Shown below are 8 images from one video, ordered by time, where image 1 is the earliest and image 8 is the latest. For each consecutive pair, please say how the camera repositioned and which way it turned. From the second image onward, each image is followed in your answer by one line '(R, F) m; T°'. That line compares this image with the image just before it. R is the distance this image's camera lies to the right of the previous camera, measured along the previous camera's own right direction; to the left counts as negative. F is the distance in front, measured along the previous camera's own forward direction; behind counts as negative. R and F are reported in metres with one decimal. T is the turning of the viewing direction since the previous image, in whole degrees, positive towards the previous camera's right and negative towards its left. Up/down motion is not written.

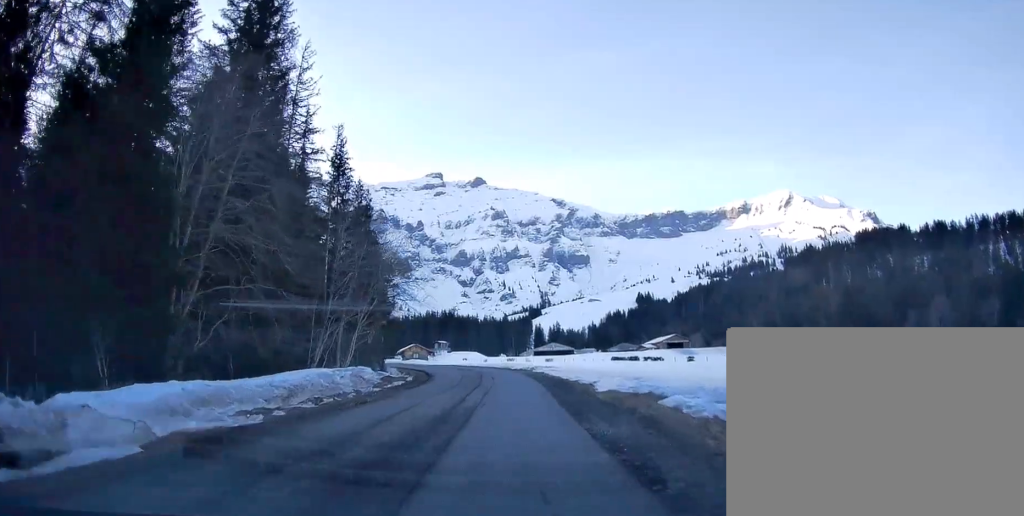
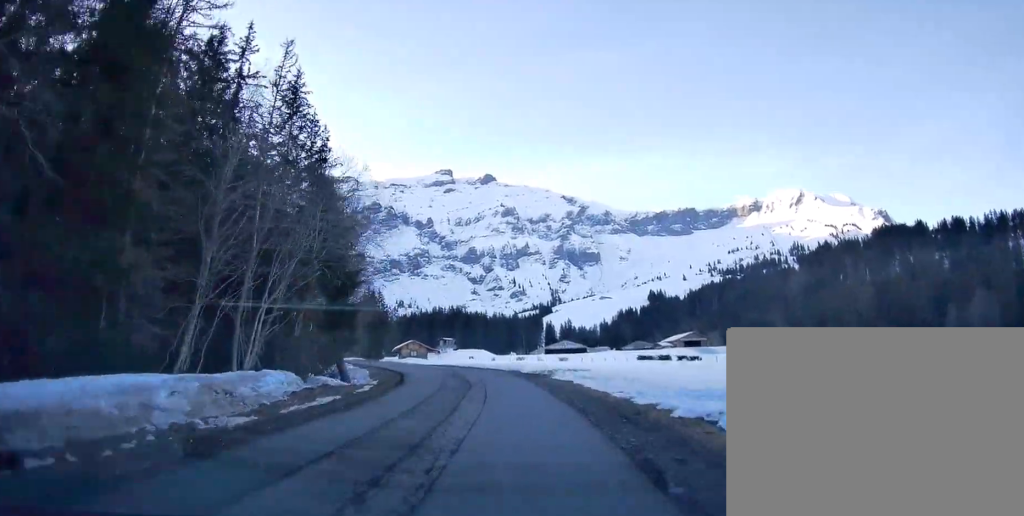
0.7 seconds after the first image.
(+0.2, +15.2) m; 0°
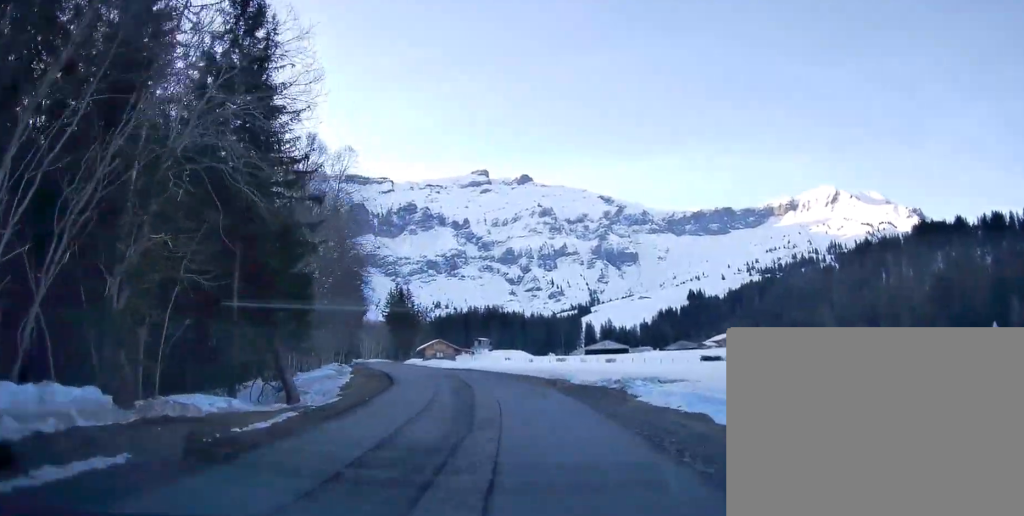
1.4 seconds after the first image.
(-0.1, +15.2) m; -2°
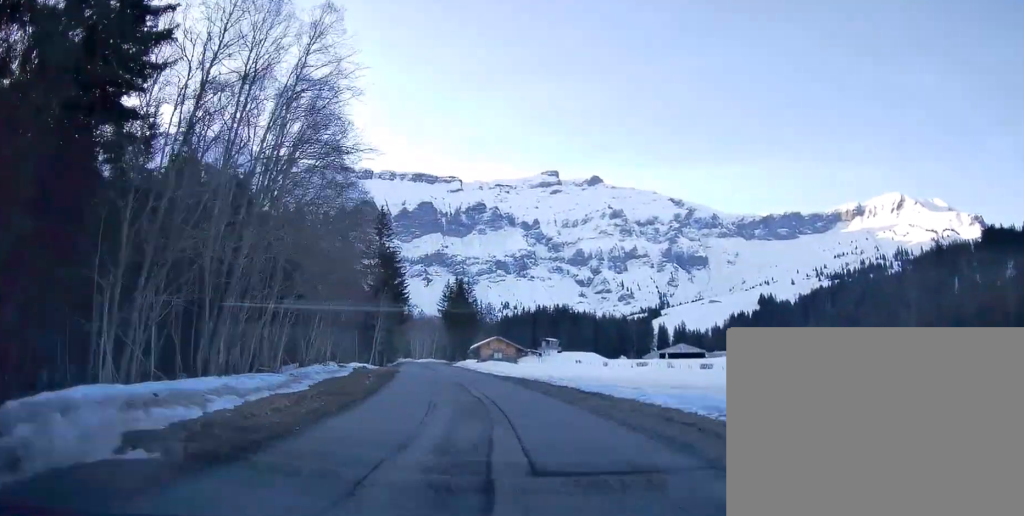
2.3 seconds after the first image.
(-0.6, +20.1) m; -5°
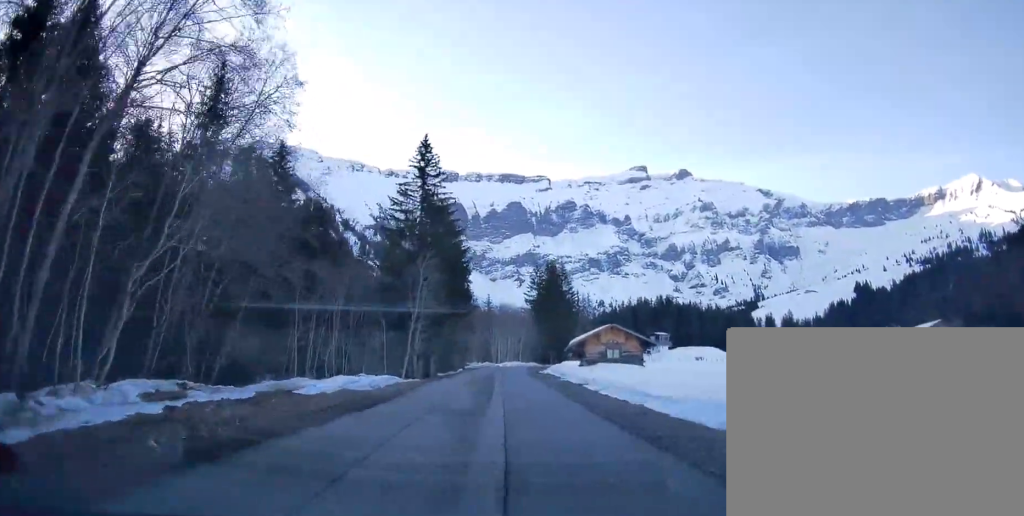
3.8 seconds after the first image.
(-2.6, +31.0) m; -9°
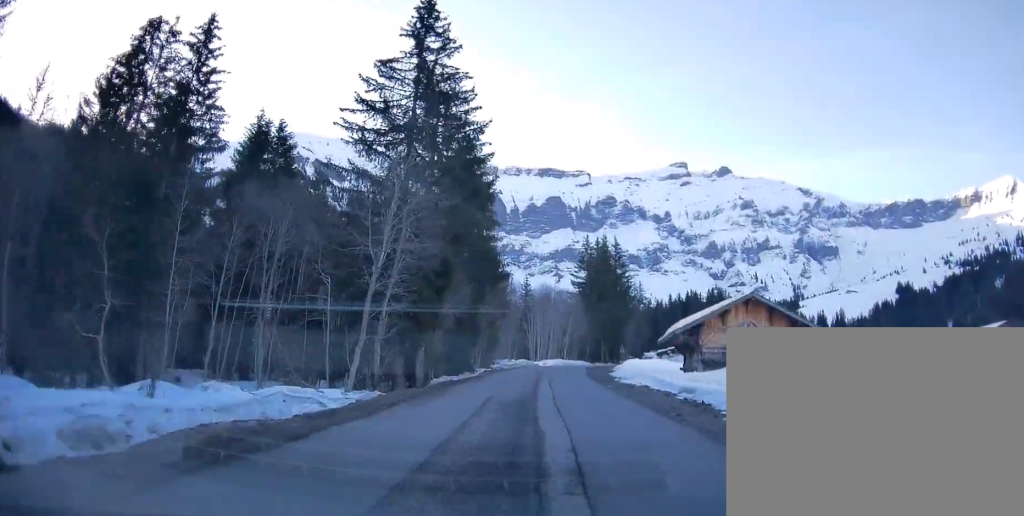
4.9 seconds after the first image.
(-1.4, +24.5) m; -4°
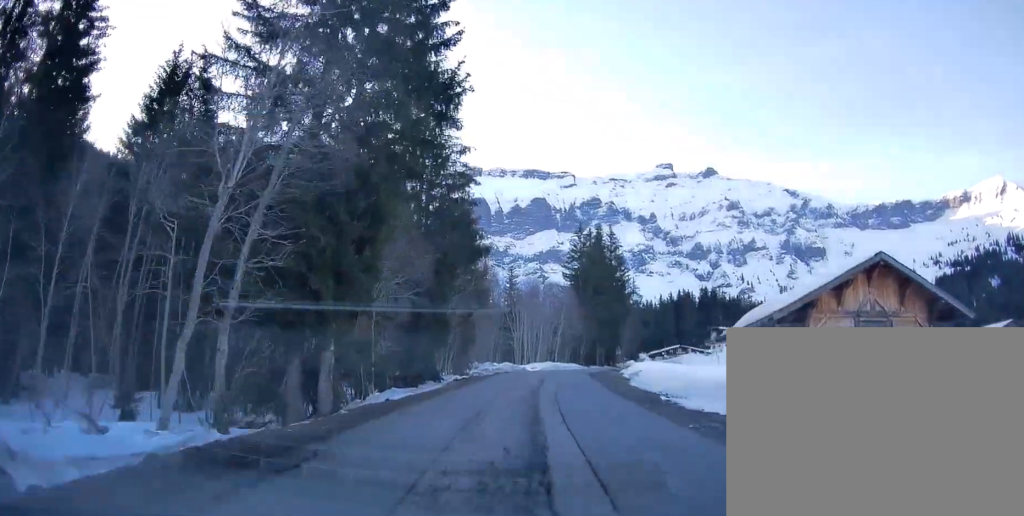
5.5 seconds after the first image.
(-0.1, +12.9) m; 0°
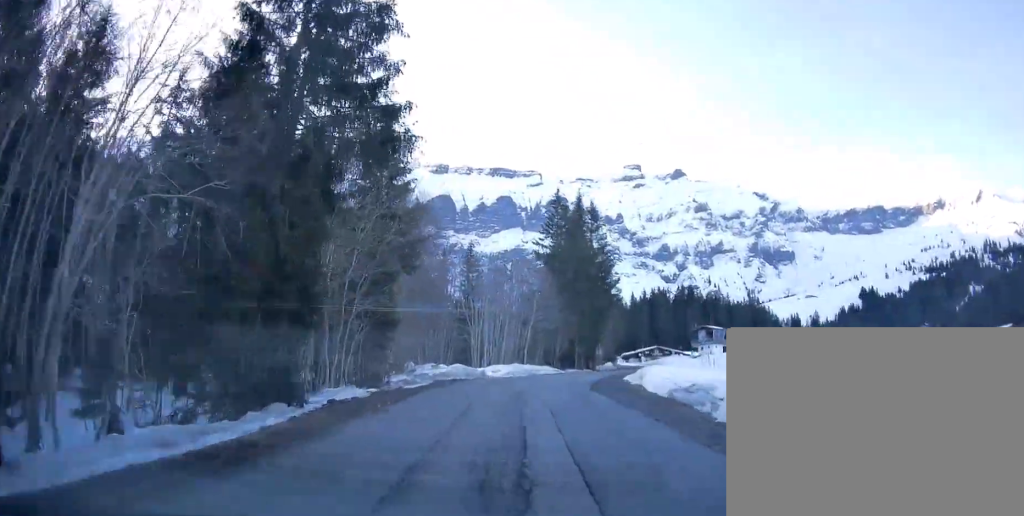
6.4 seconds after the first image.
(0.0, +18.6) m; +2°
